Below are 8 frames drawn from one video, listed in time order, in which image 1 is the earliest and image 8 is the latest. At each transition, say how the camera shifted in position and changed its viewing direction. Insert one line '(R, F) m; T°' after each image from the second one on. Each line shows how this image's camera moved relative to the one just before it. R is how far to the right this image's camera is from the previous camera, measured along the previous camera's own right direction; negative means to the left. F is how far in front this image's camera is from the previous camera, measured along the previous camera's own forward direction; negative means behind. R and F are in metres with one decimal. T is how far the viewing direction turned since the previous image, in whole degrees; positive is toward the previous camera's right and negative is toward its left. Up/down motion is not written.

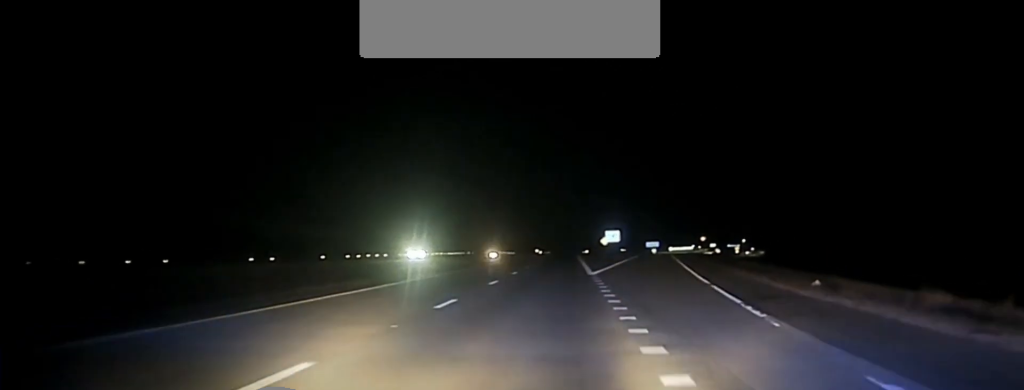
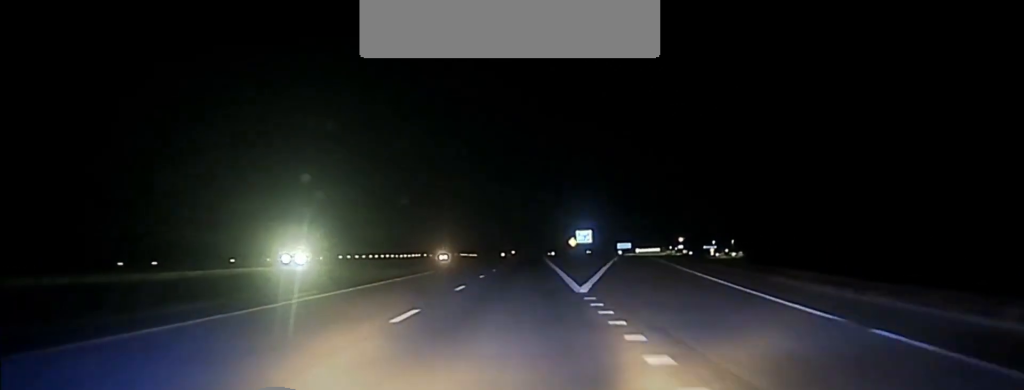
(+0.4, +21.0) m; +2°
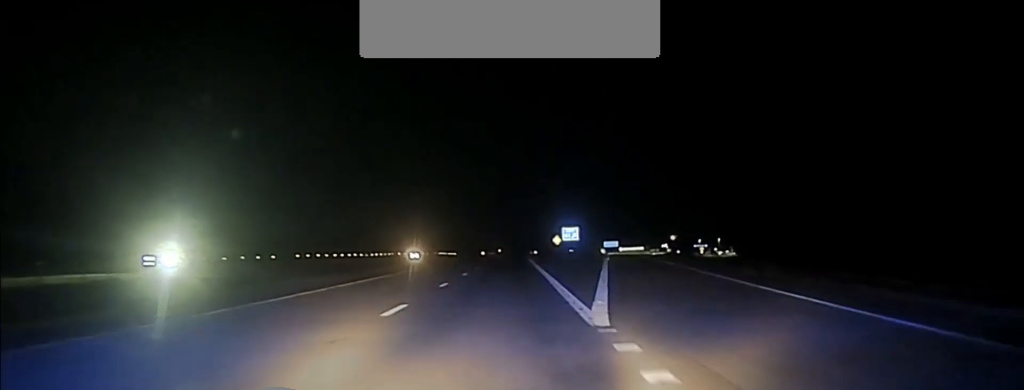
(+0.4, +12.9) m; 0°
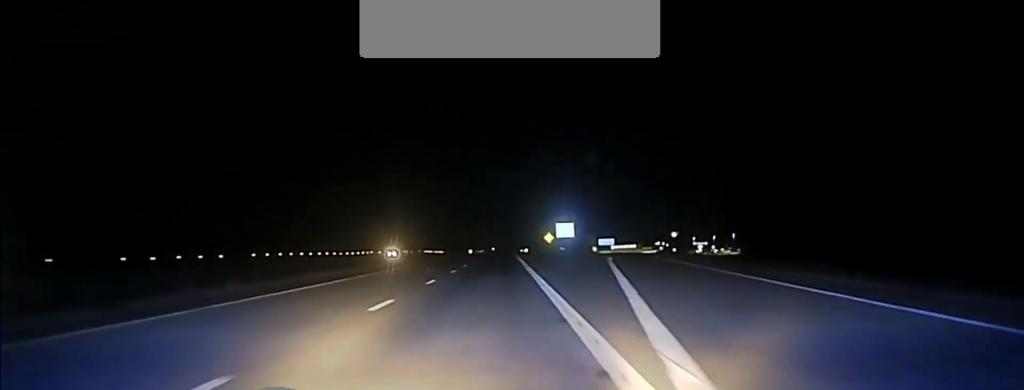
(-0.4, +13.4) m; -1°
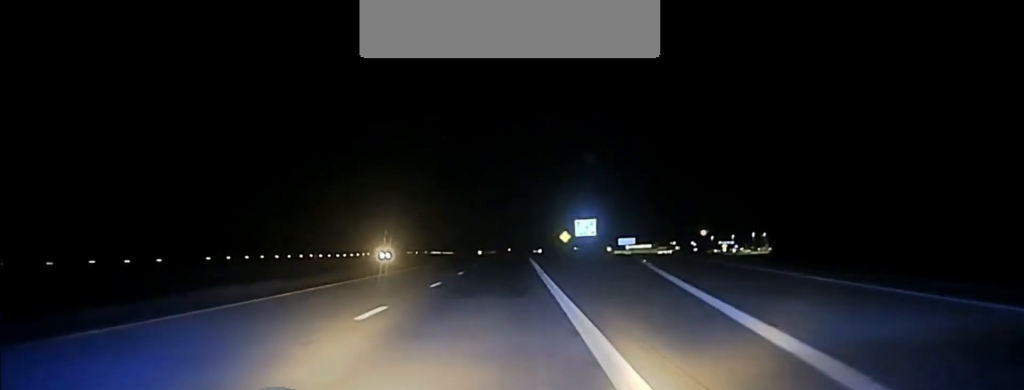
(-0.3, +16.1) m; -1°
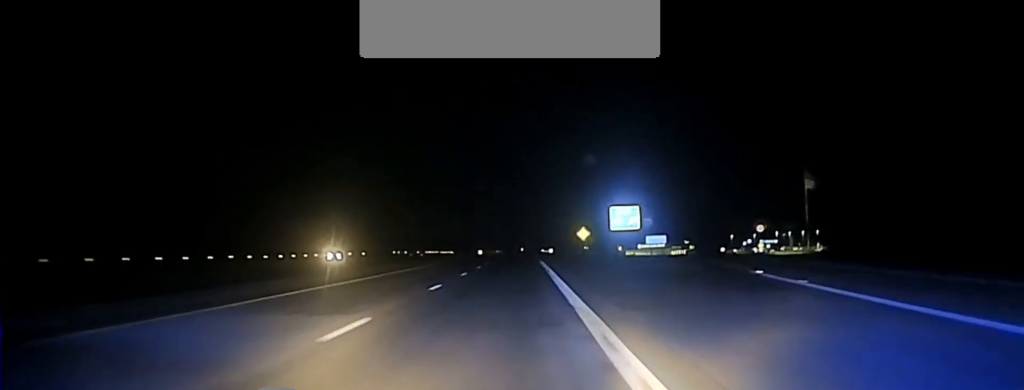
(+0.2, +30.7) m; +1°
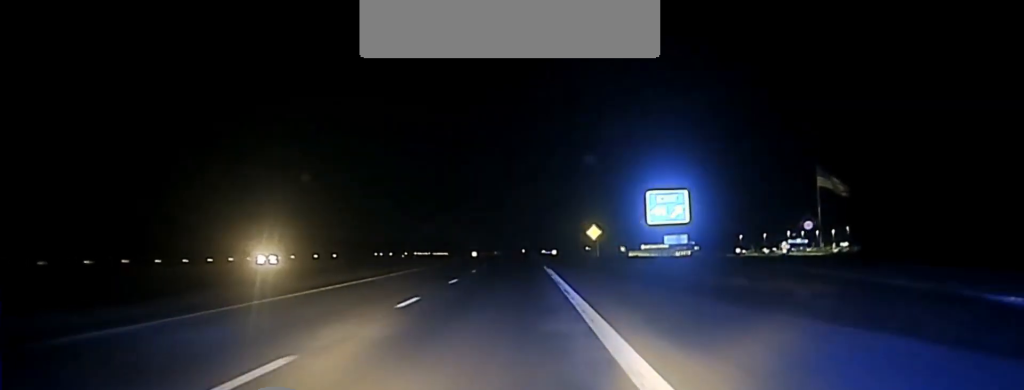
(+0.3, +19.5) m; 0°
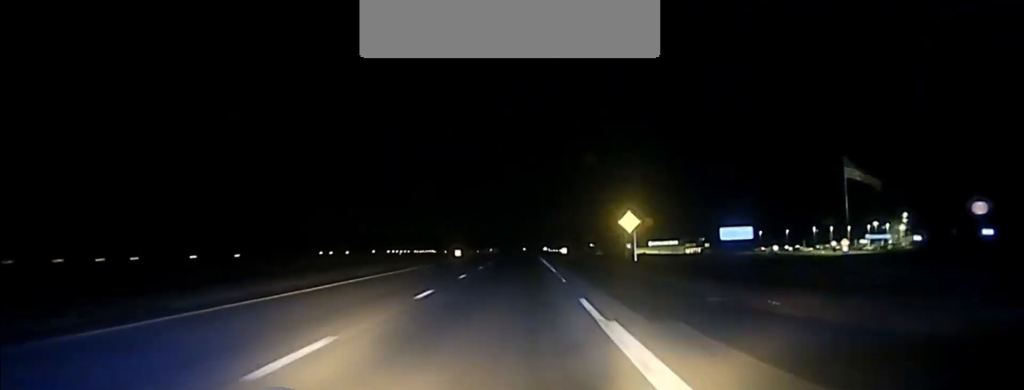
(-0.4, +35.2) m; -1°
